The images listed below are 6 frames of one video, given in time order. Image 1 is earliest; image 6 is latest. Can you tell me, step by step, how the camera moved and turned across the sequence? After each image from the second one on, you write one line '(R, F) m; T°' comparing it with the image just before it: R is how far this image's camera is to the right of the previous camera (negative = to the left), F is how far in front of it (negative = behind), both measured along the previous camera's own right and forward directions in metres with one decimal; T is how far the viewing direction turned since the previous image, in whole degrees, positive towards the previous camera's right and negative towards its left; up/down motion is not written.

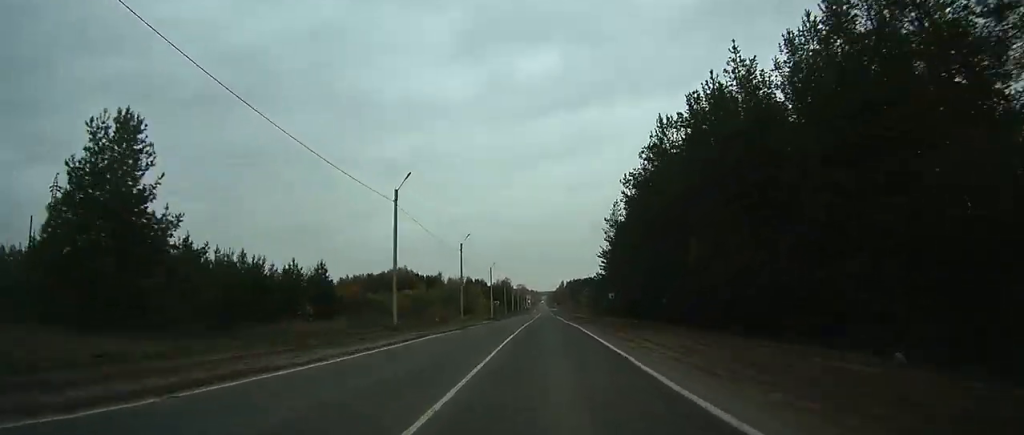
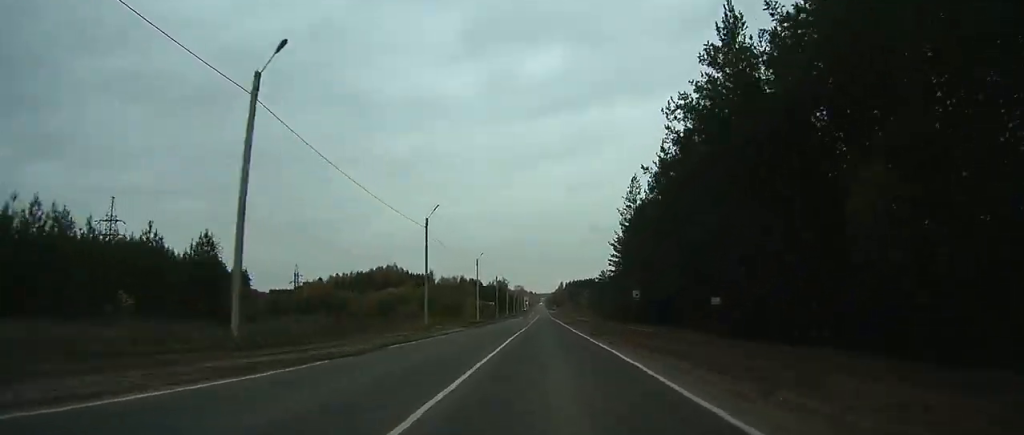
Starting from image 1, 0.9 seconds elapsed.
(0.0, +18.4) m; 0°
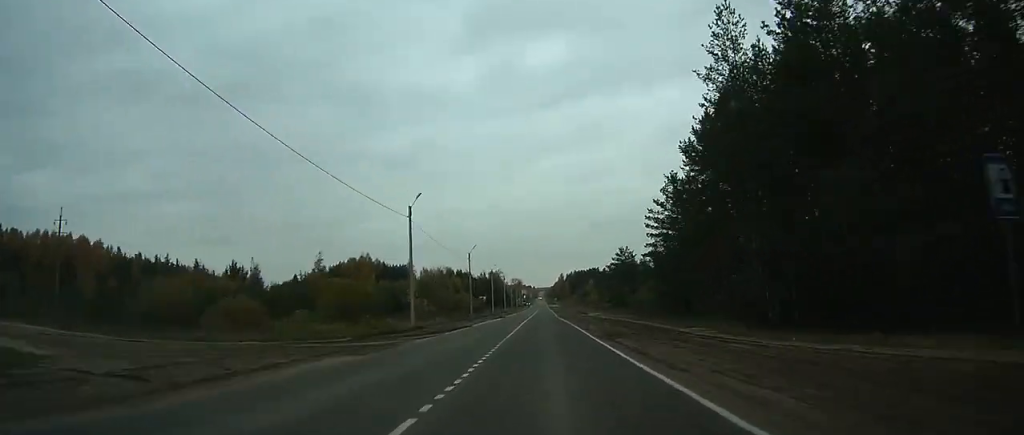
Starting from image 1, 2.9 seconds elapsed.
(+0.1, +41.1) m; 0°
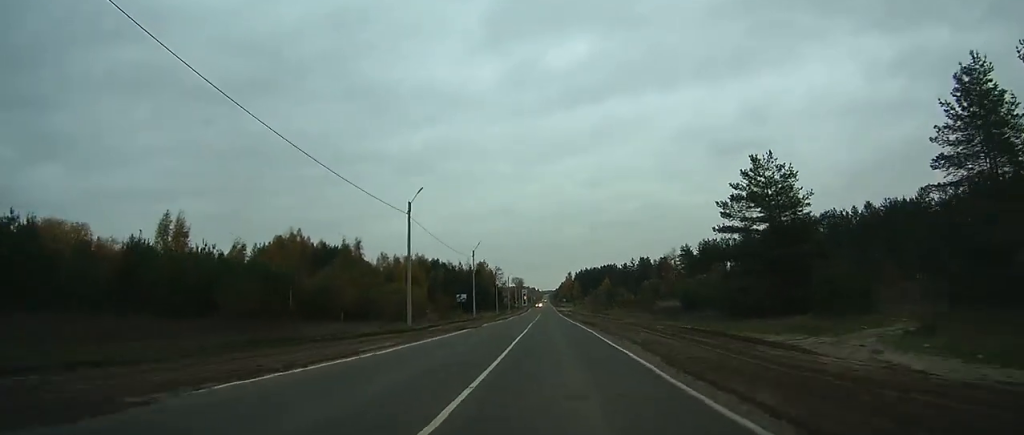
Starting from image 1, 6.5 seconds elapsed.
(-0.1, +74.4) m; 0°
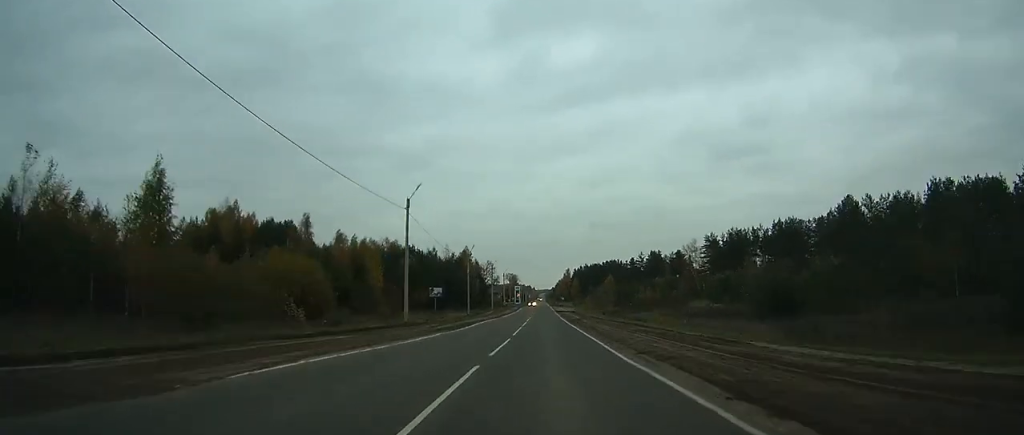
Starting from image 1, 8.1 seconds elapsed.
(+0.1, +33.5) m; 0°
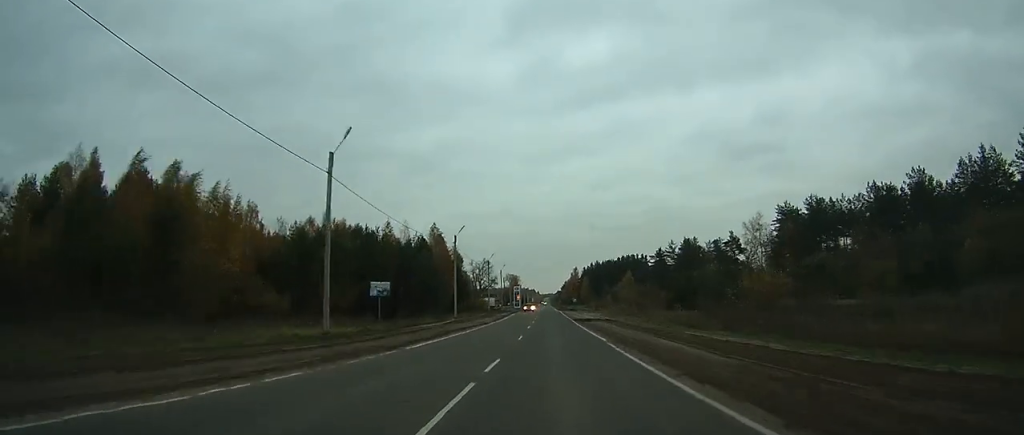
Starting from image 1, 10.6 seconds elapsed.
(0.0, +47.4) m; 0°
